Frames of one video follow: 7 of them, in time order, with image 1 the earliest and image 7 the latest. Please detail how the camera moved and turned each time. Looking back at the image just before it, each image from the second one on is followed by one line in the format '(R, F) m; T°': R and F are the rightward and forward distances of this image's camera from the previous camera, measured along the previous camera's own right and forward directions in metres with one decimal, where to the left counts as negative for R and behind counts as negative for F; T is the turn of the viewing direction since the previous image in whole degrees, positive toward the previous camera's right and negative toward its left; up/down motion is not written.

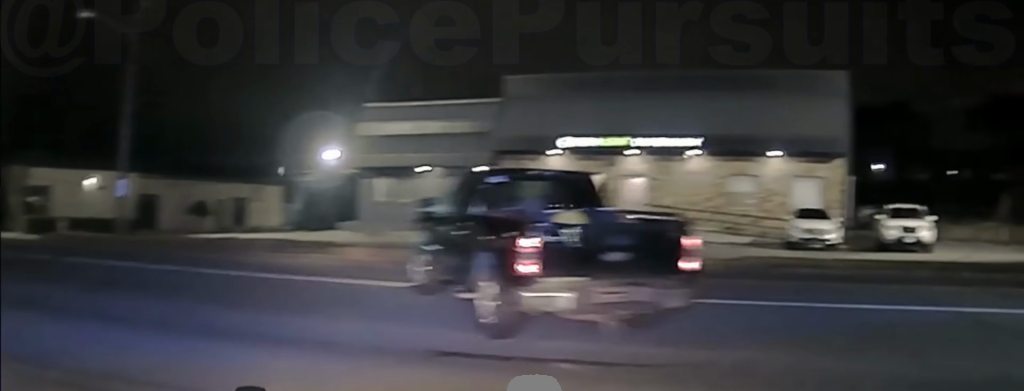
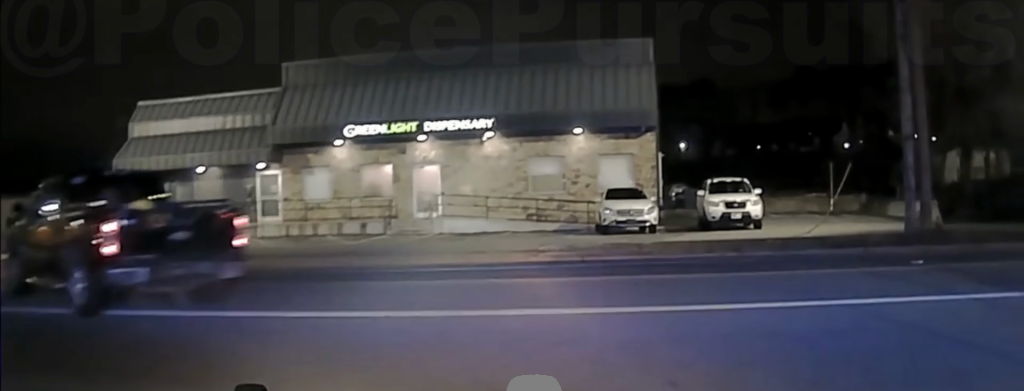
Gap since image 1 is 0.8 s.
(+0.6, +2.9) m; +6°
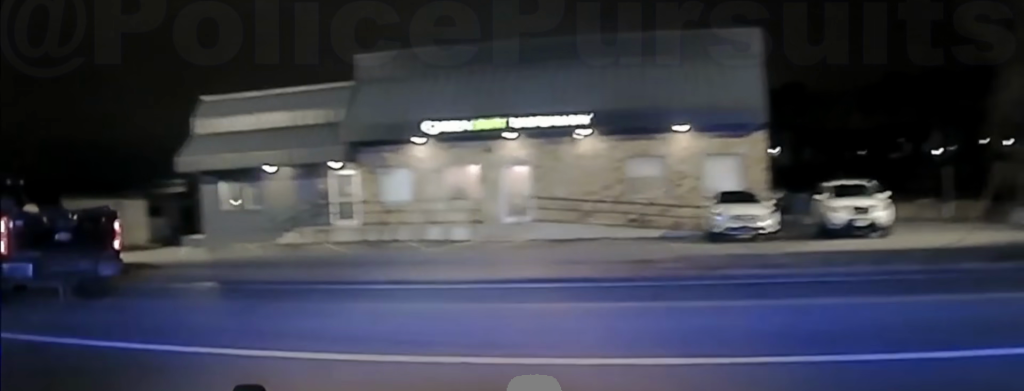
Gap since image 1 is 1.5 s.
(0.0, +2.7) m; -9°
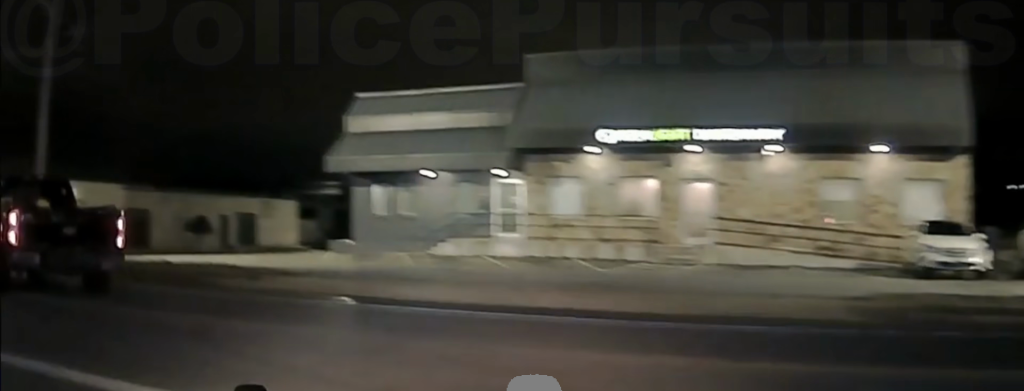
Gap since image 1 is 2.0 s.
(-0.3, +2.3) m; -8°
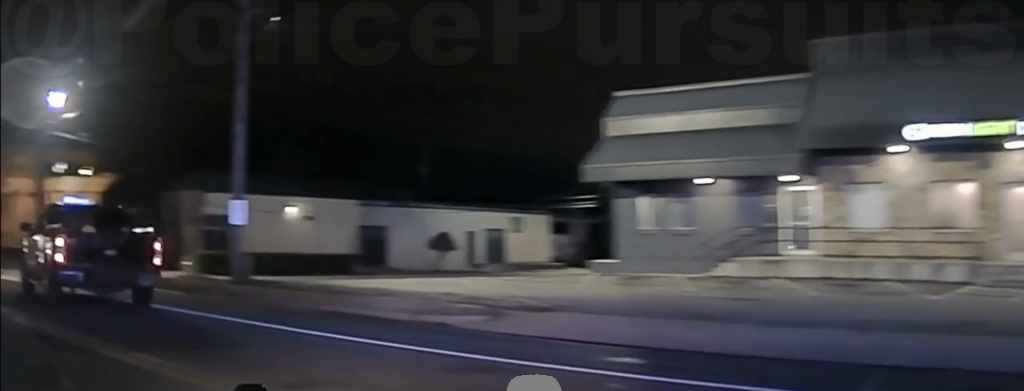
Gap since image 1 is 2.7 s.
(-0.4, +3.8) m; -12°
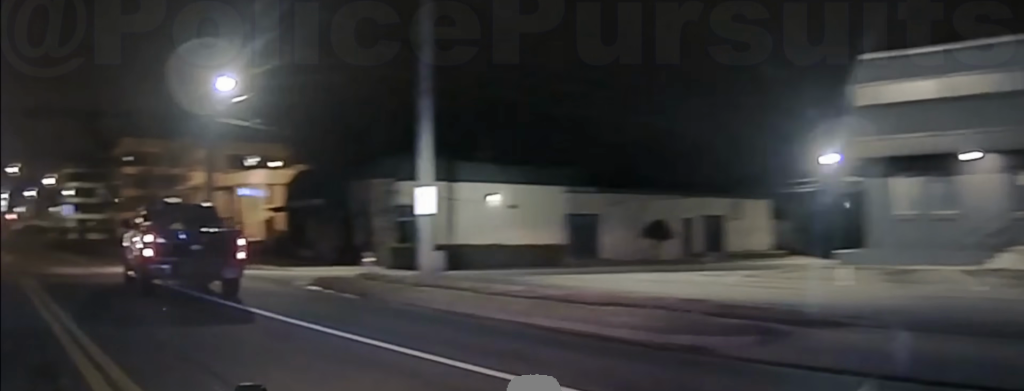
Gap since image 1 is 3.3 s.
(-0.2, +3.3) m; -8°
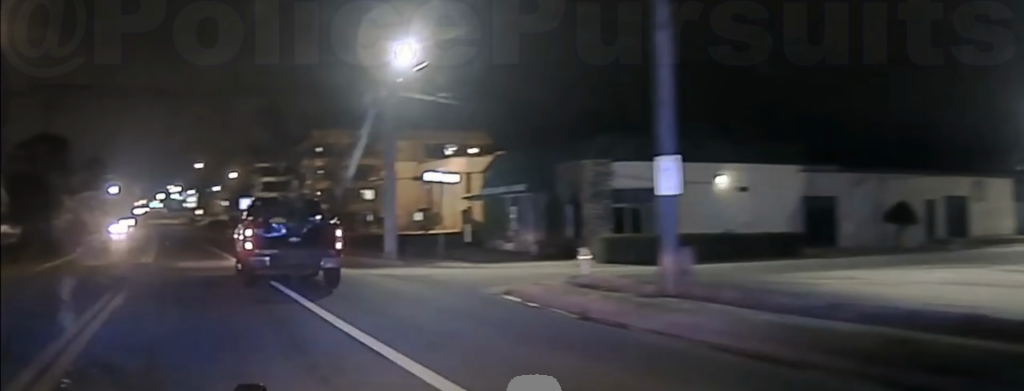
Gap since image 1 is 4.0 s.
(-0.4, +4.7) m; -11°
